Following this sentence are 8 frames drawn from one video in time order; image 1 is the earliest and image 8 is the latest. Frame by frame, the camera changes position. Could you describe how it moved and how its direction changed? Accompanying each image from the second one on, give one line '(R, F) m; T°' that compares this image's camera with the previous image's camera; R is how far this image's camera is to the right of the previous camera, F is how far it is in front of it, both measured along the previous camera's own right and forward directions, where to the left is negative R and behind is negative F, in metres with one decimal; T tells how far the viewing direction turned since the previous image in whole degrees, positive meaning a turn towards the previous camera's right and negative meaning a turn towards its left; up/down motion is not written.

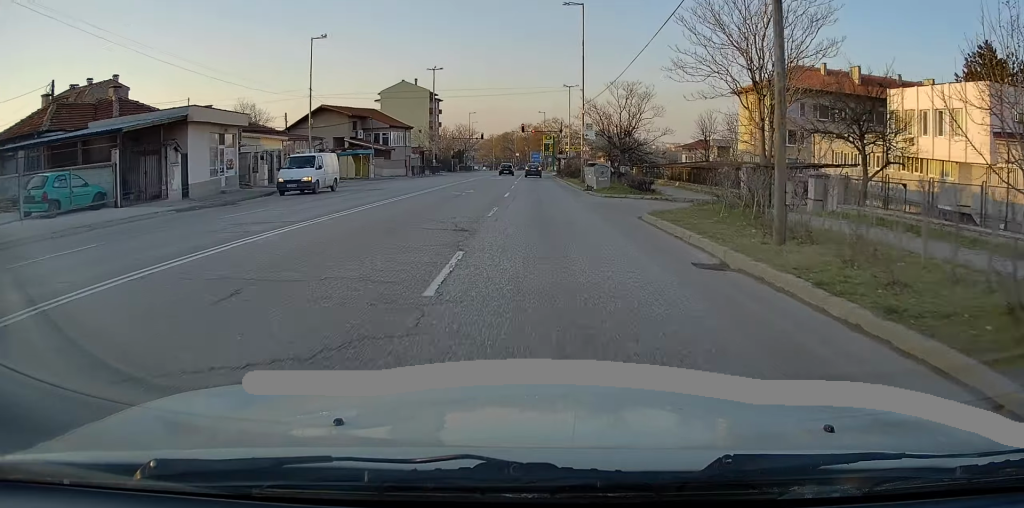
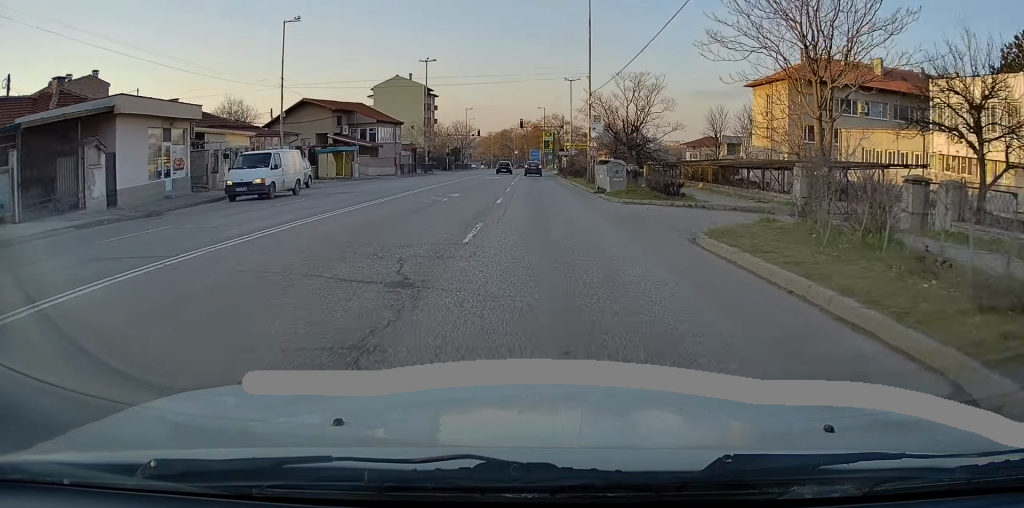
(0.0, +5.4) m; 0°
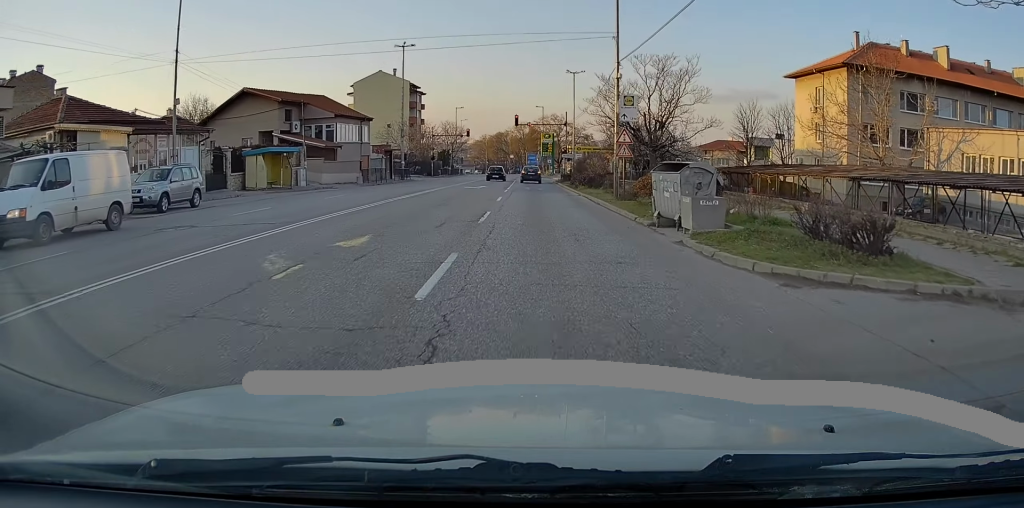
(0.0, +13.2) m; 0°
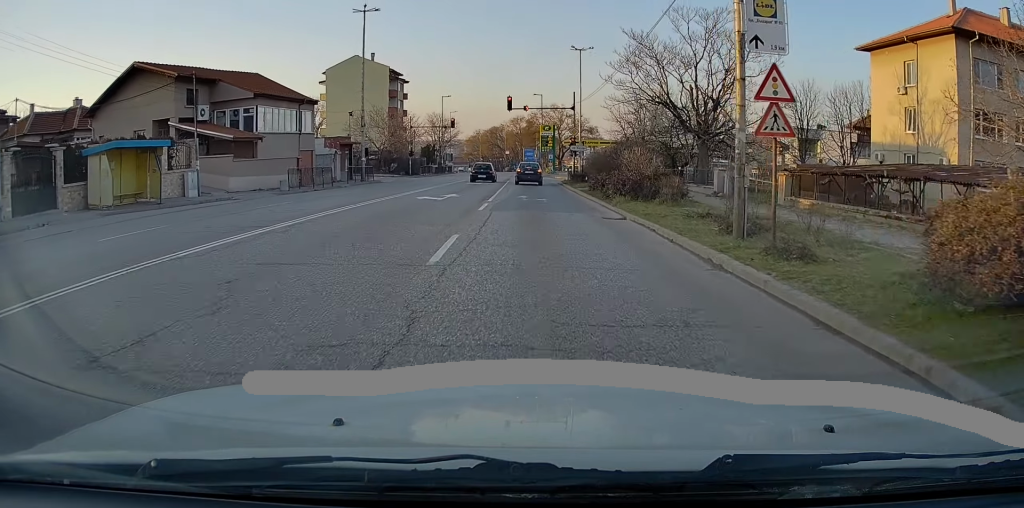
(0.0, +15.2) m; -1°
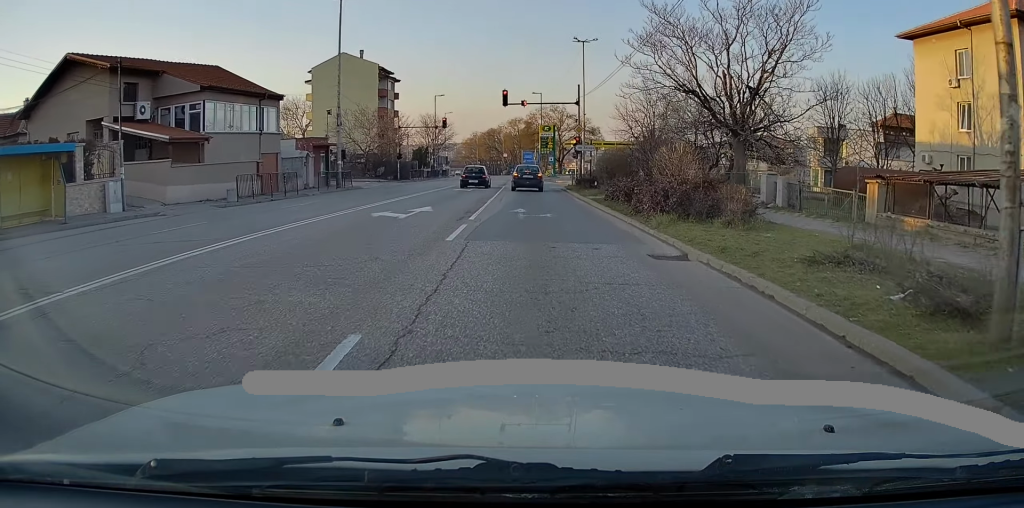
(0.0, +6.4) m; +1°
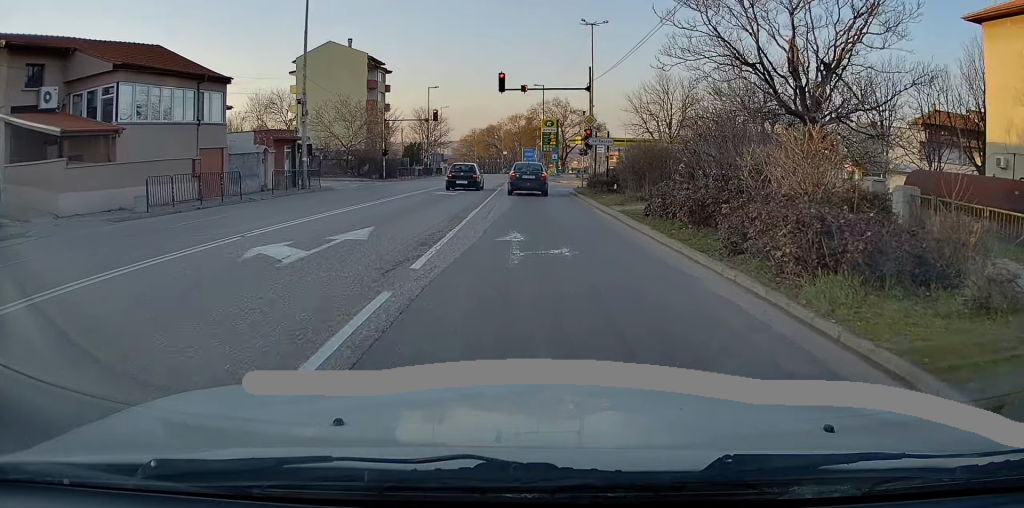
(+0.1, +7.2) m; 0°
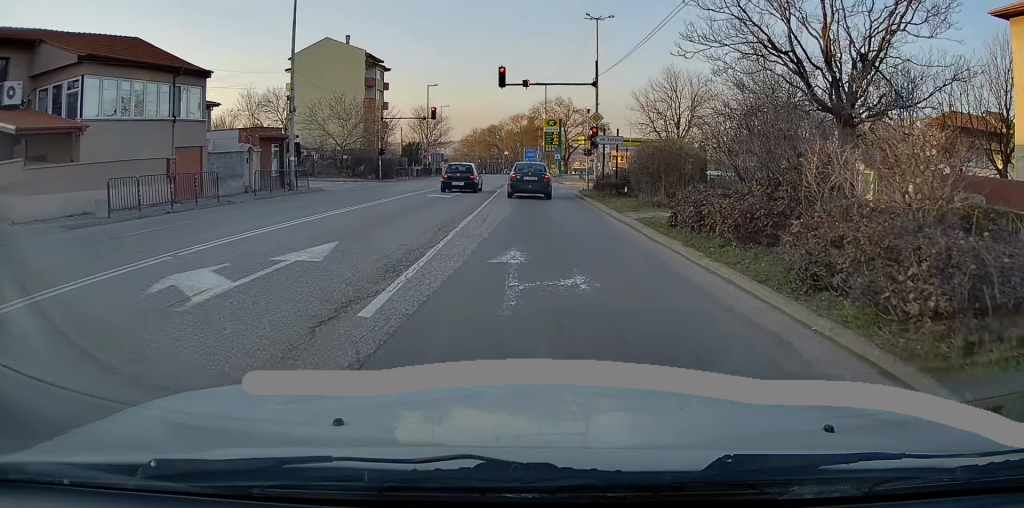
(0.0, +2.3) m; -1°
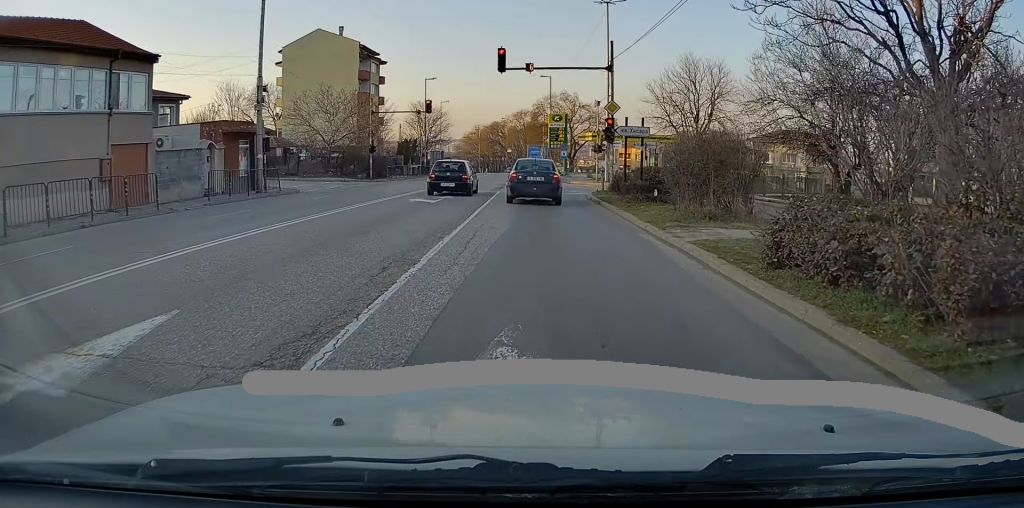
(-0.1, +4.8) m; 0°
